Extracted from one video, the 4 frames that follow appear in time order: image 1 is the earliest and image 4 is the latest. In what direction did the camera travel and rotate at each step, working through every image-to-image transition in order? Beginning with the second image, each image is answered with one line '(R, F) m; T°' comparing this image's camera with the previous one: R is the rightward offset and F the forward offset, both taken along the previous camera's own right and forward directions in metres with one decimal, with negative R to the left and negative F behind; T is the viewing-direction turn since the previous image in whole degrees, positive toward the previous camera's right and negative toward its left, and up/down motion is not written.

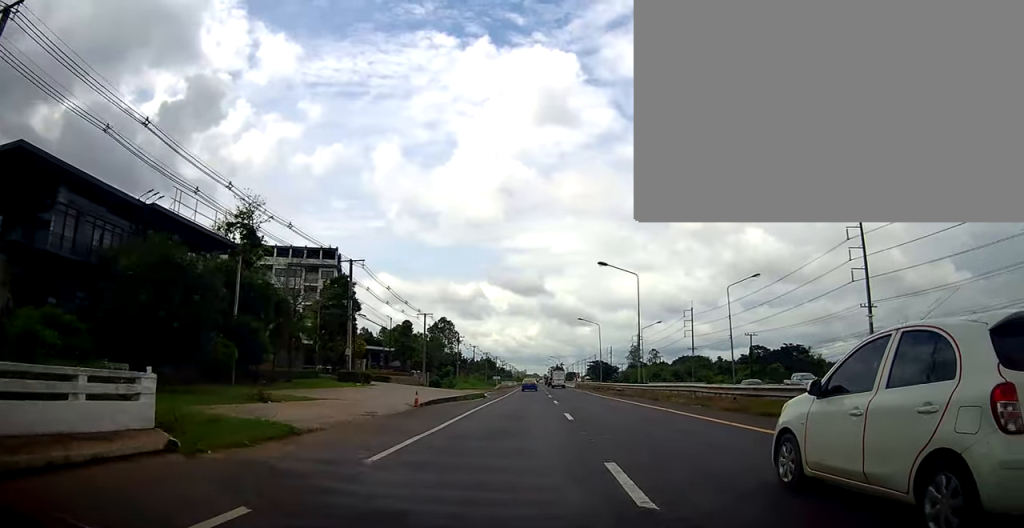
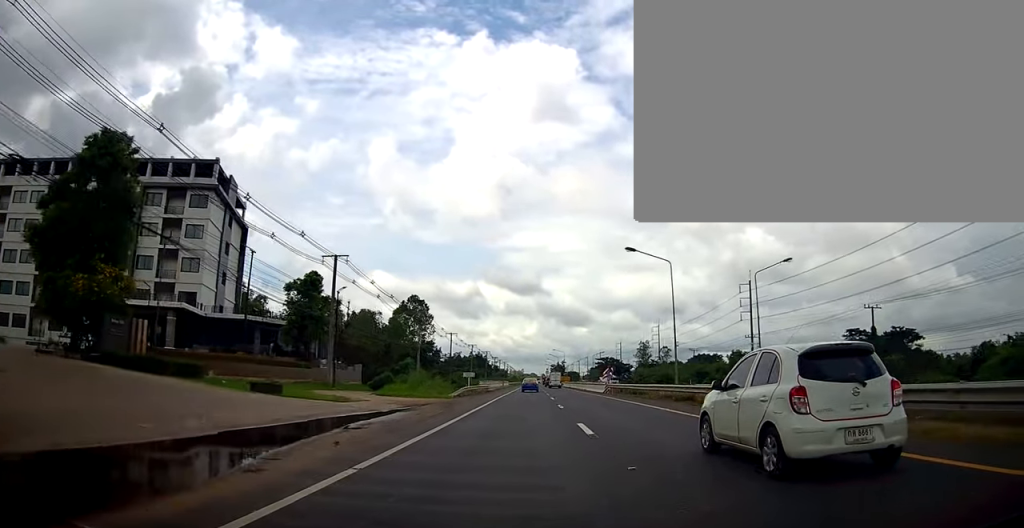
(-0.1, +41.3) m; +2°
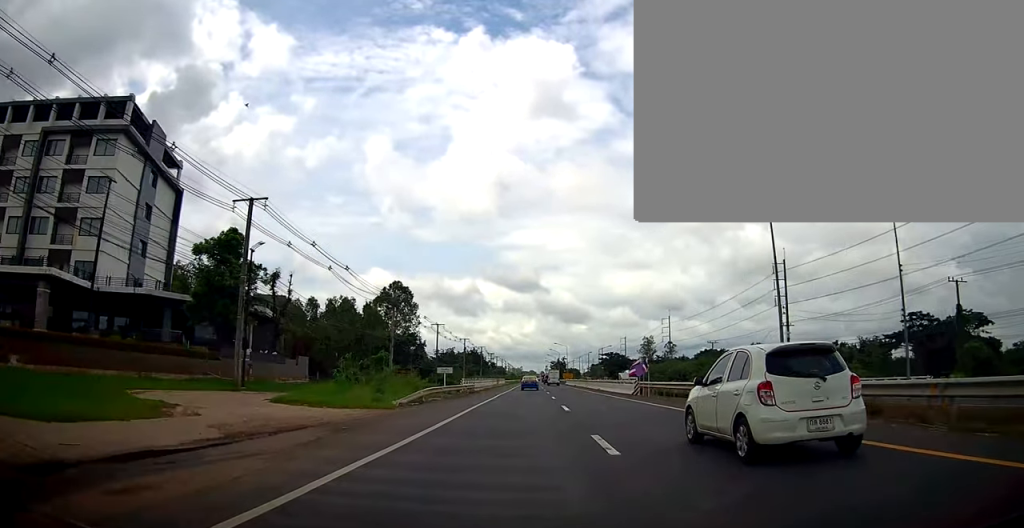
(+0.7, +15.9) m; 0°
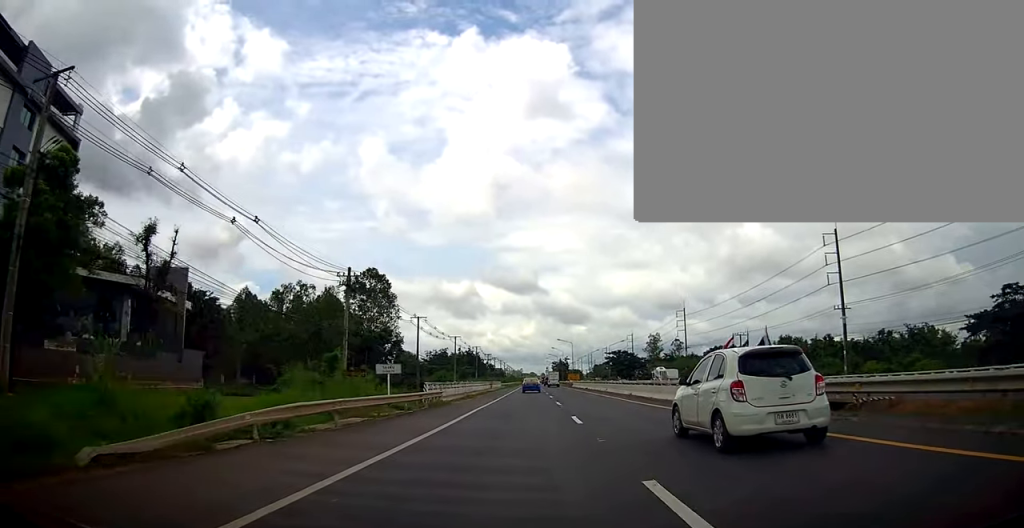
(-0.5, +17.3) m; -2°
